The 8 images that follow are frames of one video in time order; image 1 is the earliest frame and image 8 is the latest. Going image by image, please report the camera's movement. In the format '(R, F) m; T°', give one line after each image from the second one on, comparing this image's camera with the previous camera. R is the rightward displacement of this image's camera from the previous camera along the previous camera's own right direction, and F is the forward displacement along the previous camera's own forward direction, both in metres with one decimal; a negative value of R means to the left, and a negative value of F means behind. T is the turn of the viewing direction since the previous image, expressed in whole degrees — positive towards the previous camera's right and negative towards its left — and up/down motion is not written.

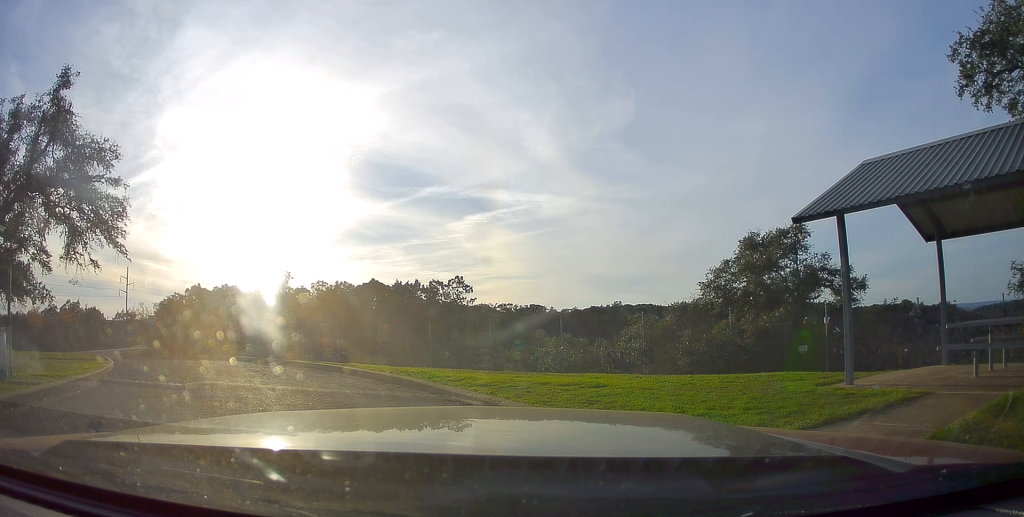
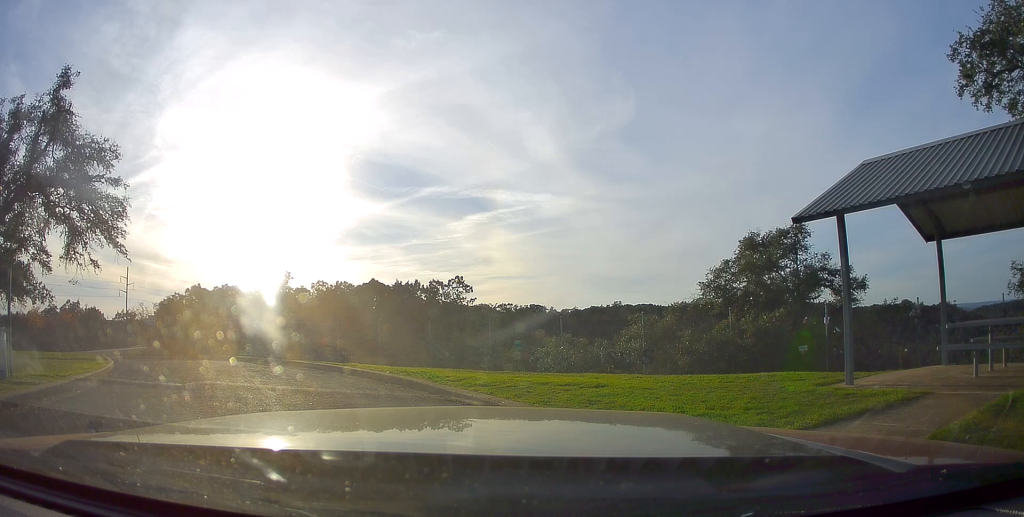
(0.0, 0.0) m; 0°
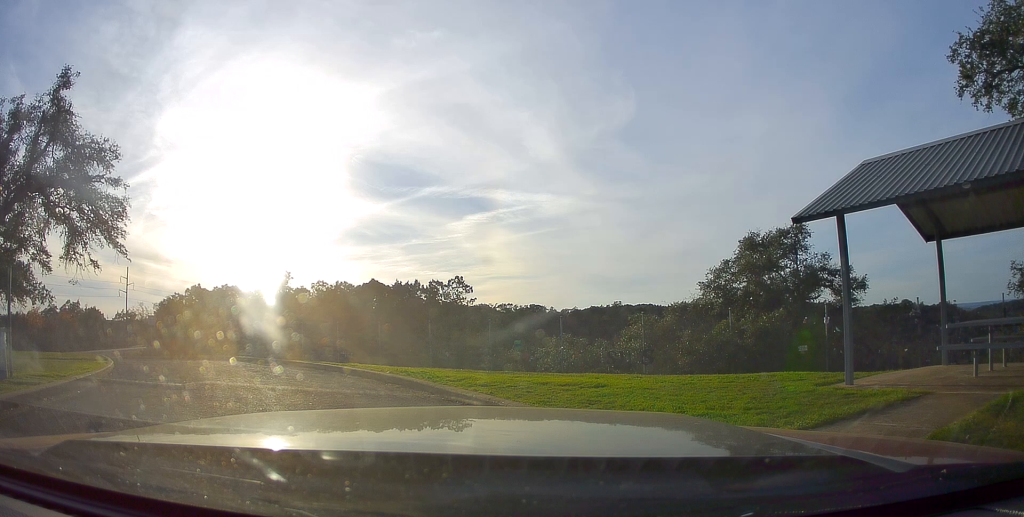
(0.0, 0.0) m; 0°
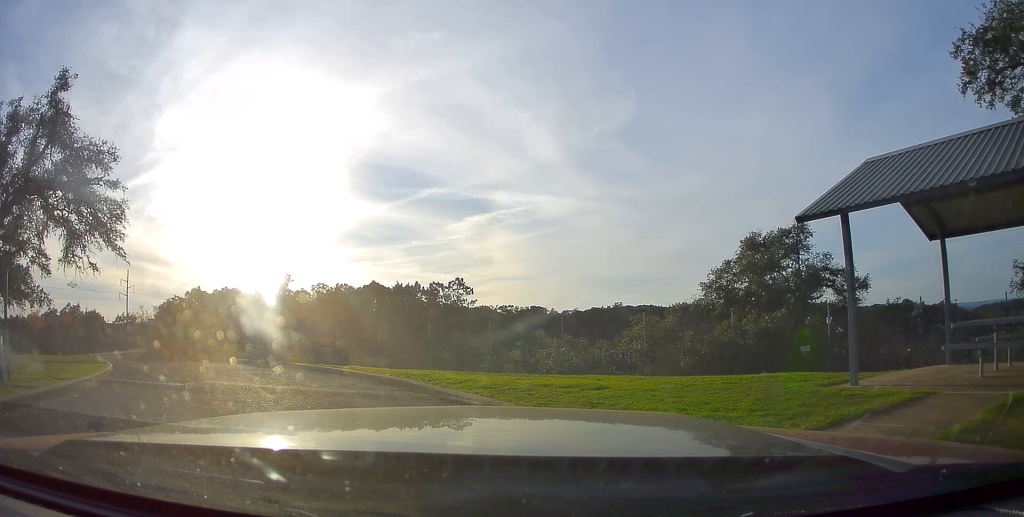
(-0.1, 0.0) m; 0°
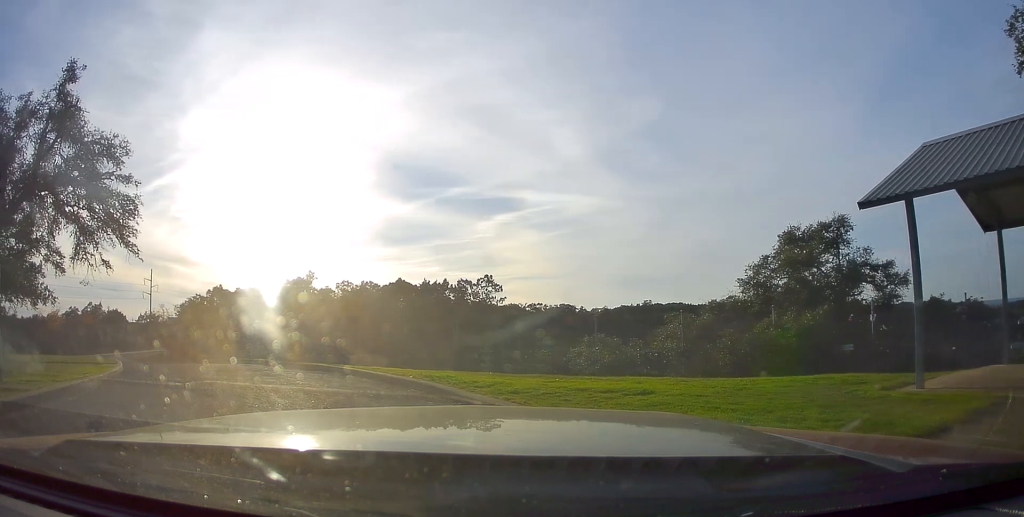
(-0.4, +0.4) m; 0°
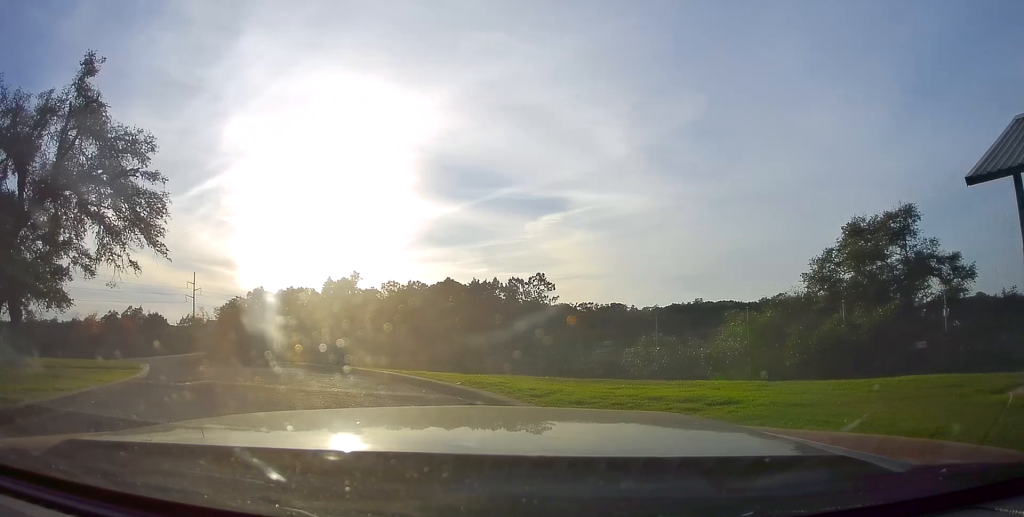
(-0.1, +0.7) m; 0°
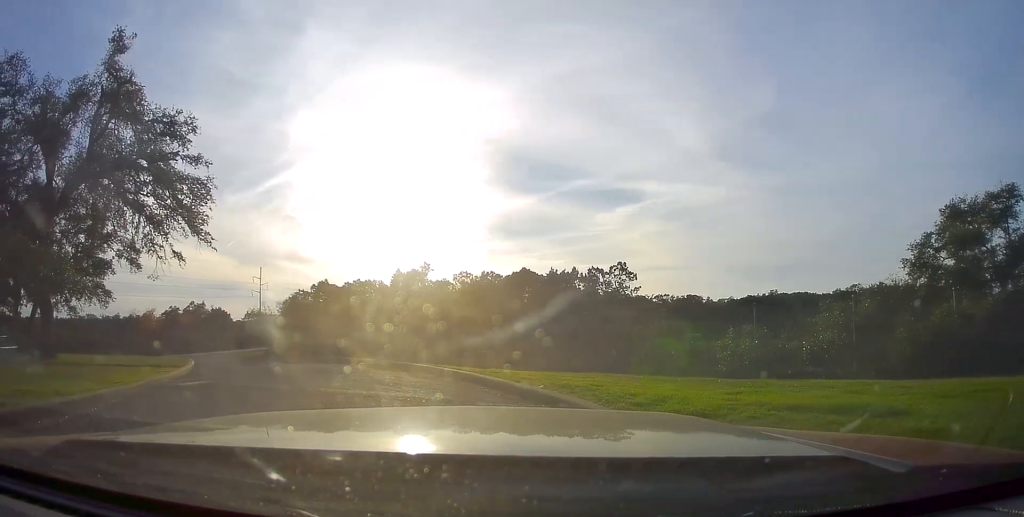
(+0.1, +1.7) m; -10°
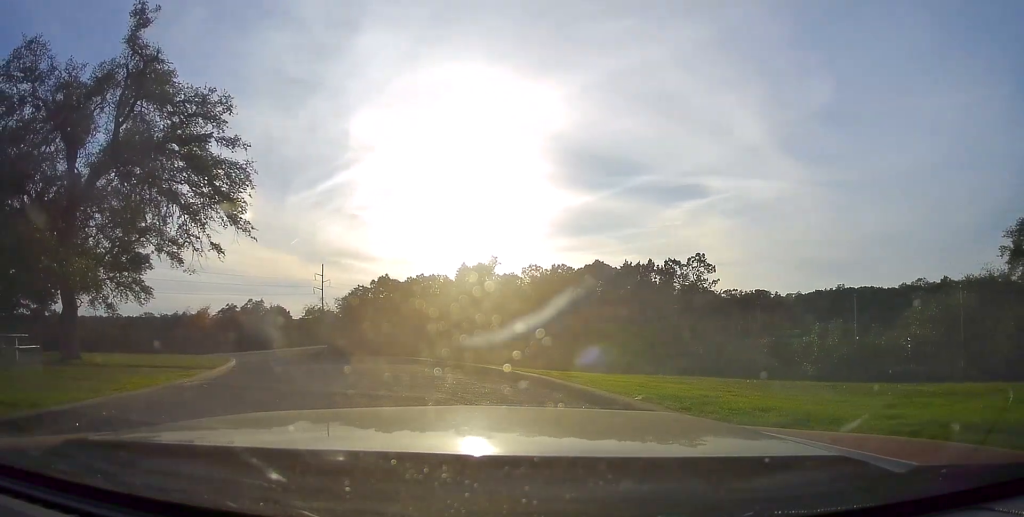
(-0.2, +1.9) m; -11°
